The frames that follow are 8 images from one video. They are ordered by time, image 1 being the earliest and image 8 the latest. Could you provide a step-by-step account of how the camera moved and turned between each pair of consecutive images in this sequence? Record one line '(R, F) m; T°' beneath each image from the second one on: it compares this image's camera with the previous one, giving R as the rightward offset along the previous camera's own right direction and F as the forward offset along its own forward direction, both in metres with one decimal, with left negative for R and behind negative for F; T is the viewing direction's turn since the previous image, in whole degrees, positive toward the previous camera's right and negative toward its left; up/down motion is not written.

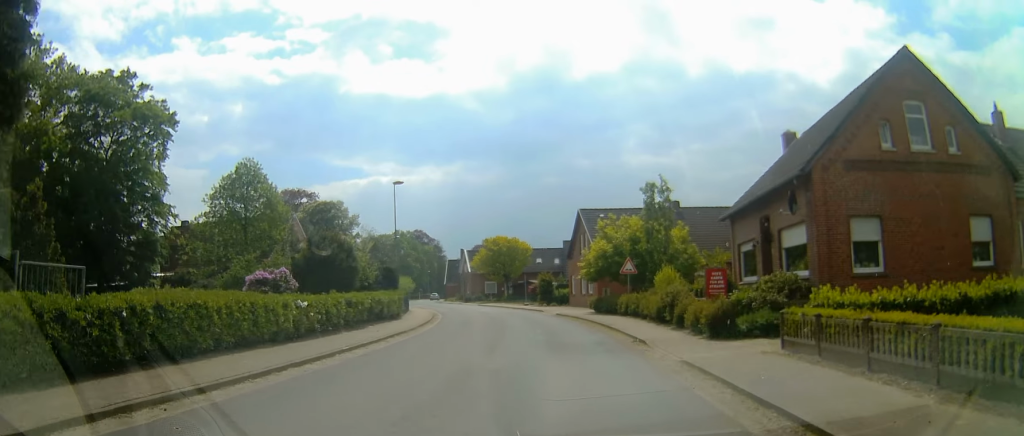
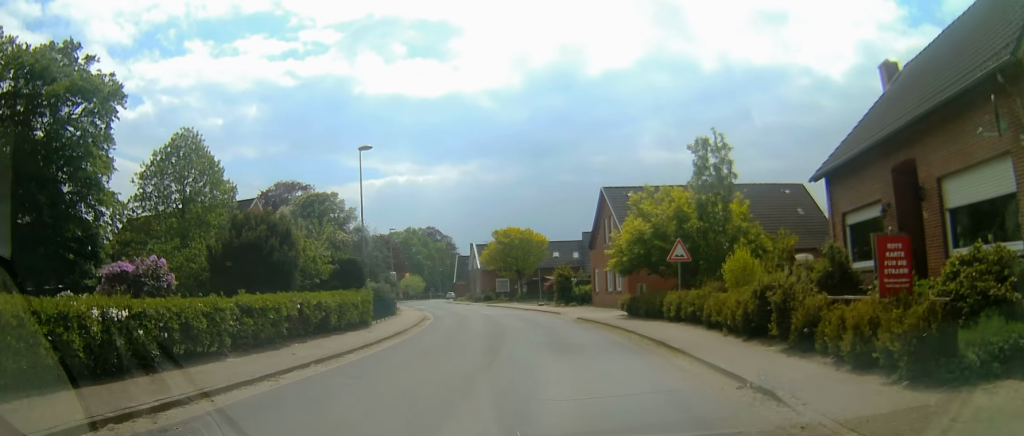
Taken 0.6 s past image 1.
(+0.7, +9.4) m; +1°
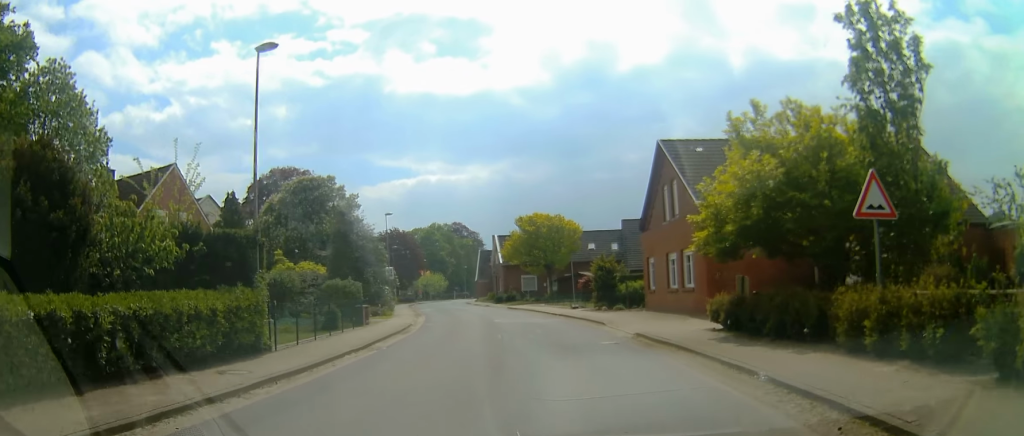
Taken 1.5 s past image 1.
(+0.2, +12.9) m; -1°
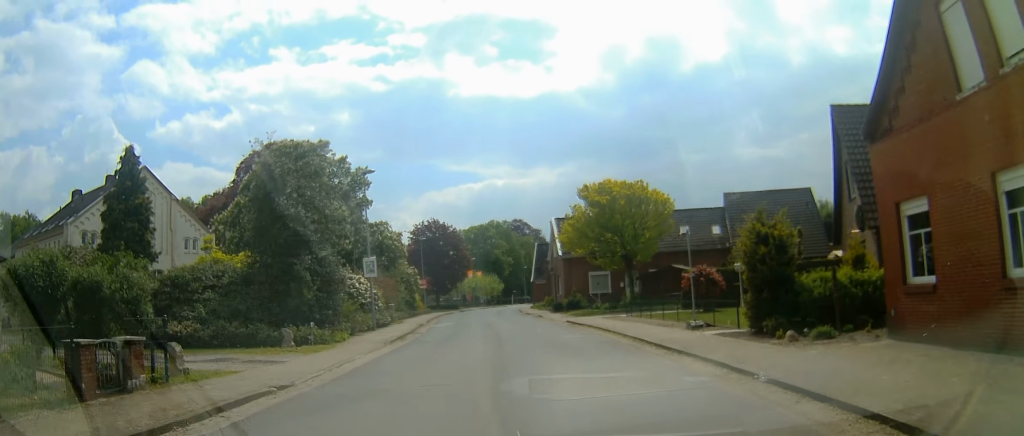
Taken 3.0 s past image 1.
(-1.3, +21.1) m; -6°
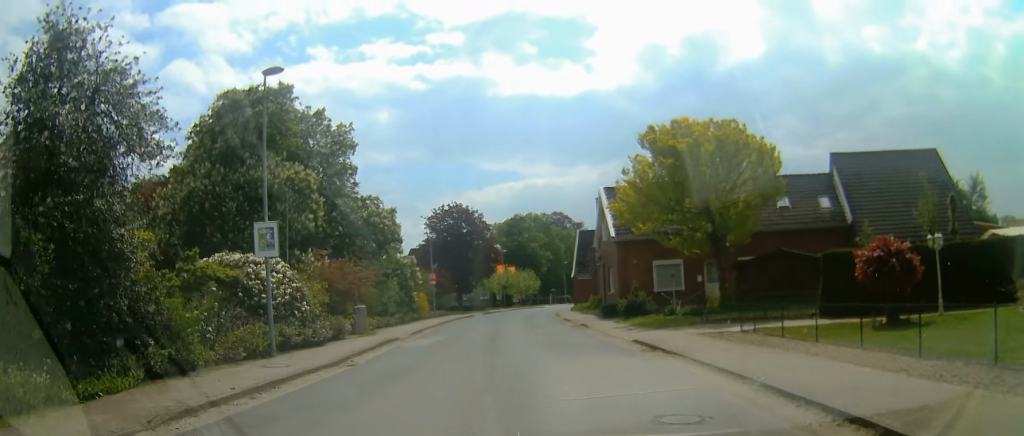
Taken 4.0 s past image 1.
(-0.4, +15.6) m; -4°
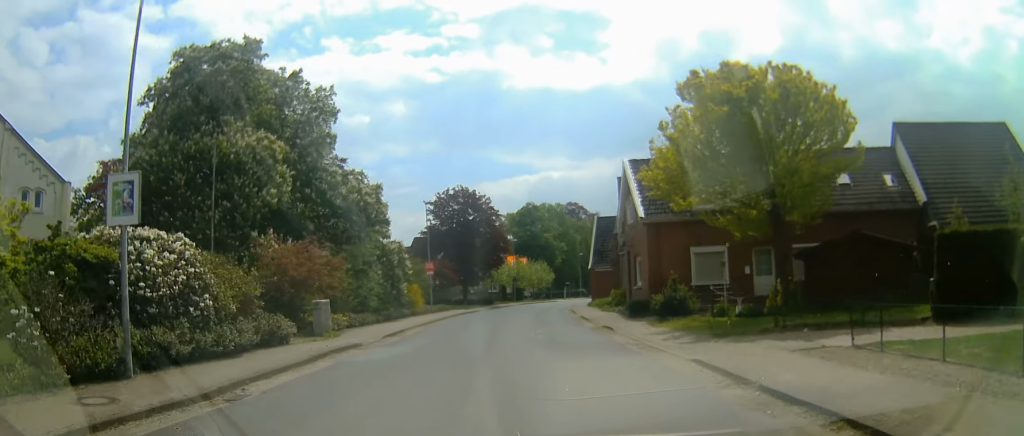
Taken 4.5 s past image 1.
(-0.2, +6.9) m; -2°
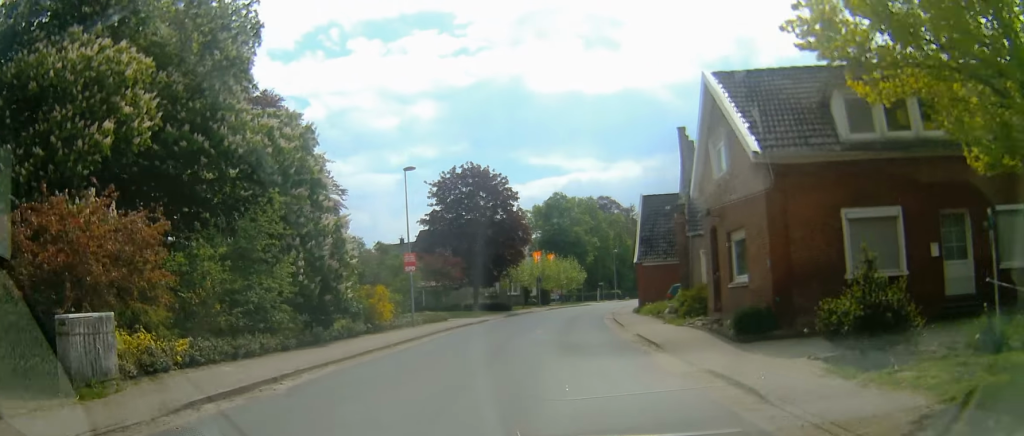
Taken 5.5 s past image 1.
(-0.5, +14.4) m; -4°
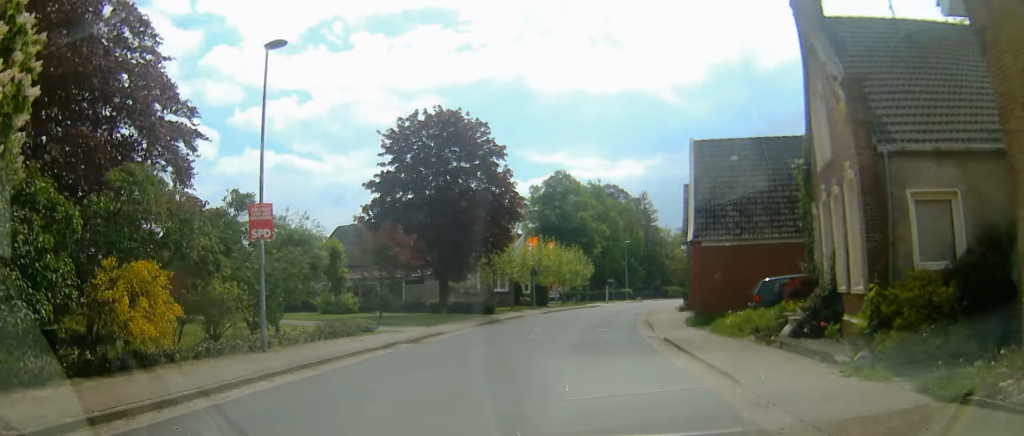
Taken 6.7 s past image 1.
(-0.6, +17.3) m; -2°
